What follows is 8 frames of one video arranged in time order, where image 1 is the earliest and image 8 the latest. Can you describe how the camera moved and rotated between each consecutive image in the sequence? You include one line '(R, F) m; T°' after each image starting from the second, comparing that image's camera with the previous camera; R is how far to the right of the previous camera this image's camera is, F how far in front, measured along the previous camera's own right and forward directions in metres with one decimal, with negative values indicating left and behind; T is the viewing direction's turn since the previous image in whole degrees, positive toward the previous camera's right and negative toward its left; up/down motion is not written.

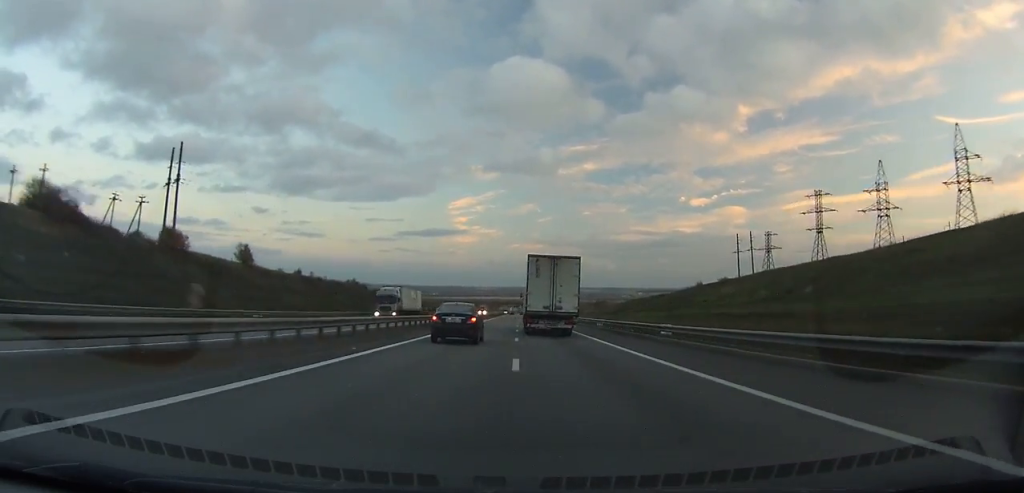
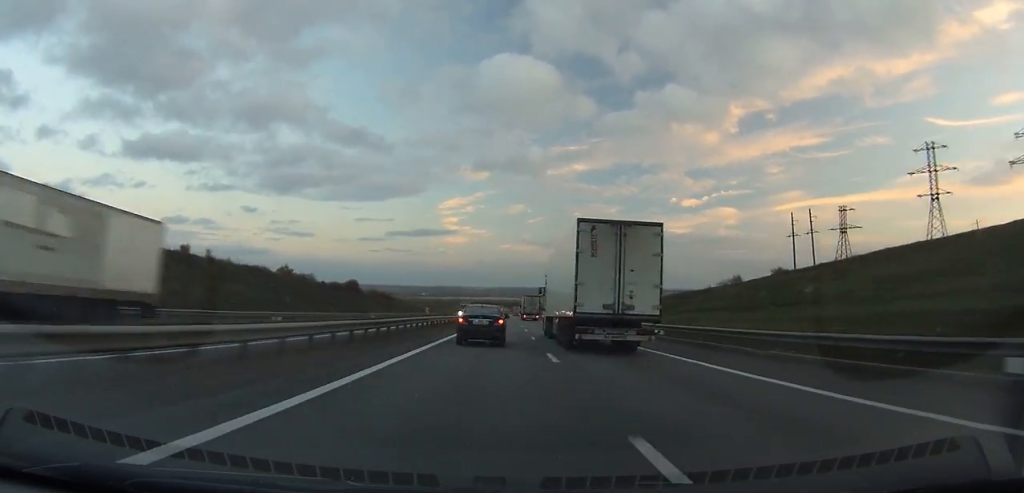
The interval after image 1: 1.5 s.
(-0.1, +40.4) m; 0°
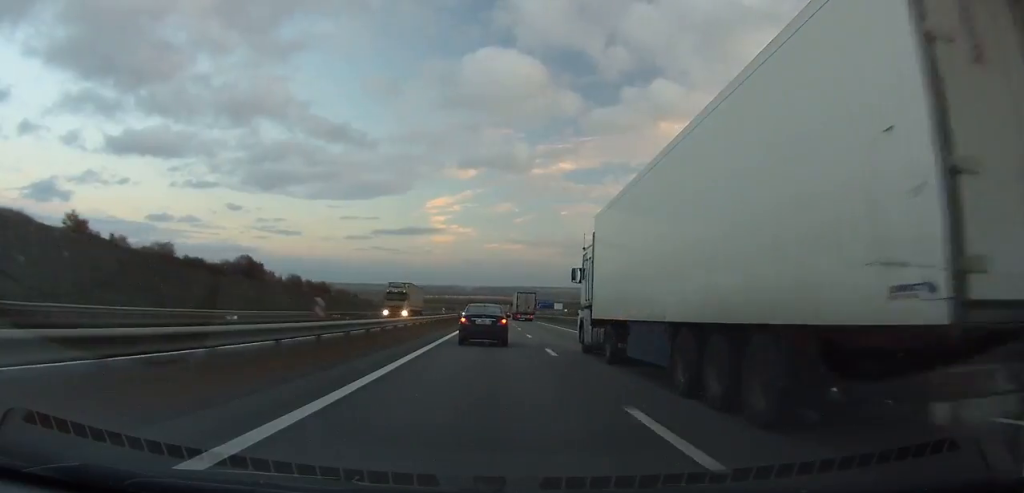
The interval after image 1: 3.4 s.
(-0.1, +50.6) m; 0°
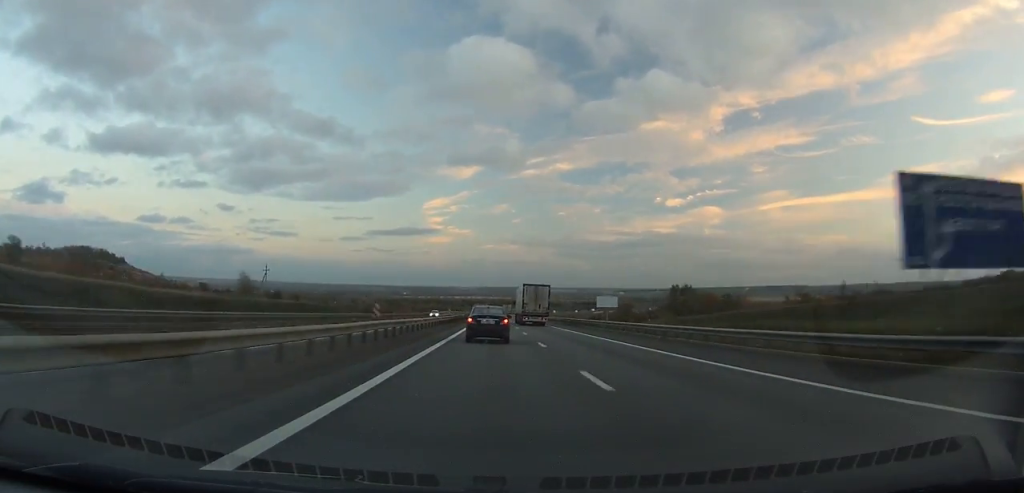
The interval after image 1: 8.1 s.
(+0.9, +132.3) m; +1°
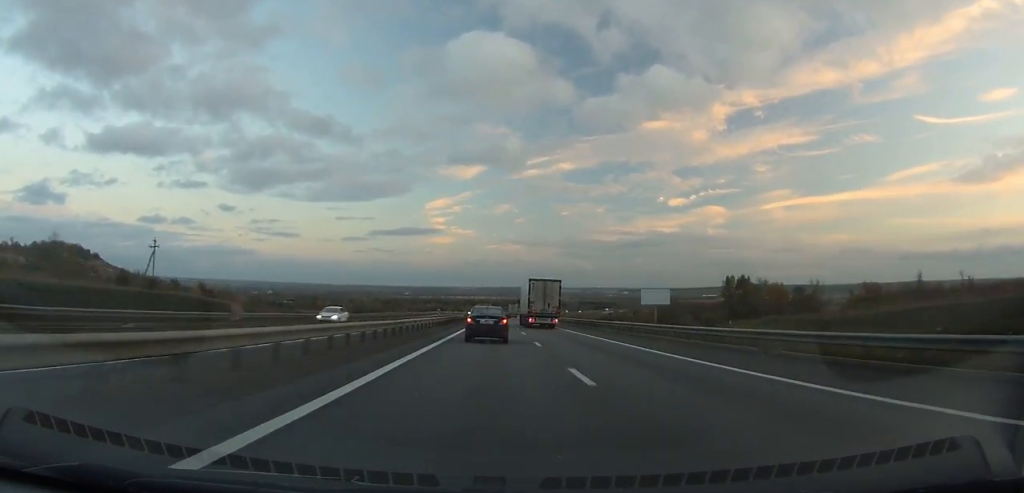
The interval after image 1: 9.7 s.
(0.0, +46.9) m; 0°
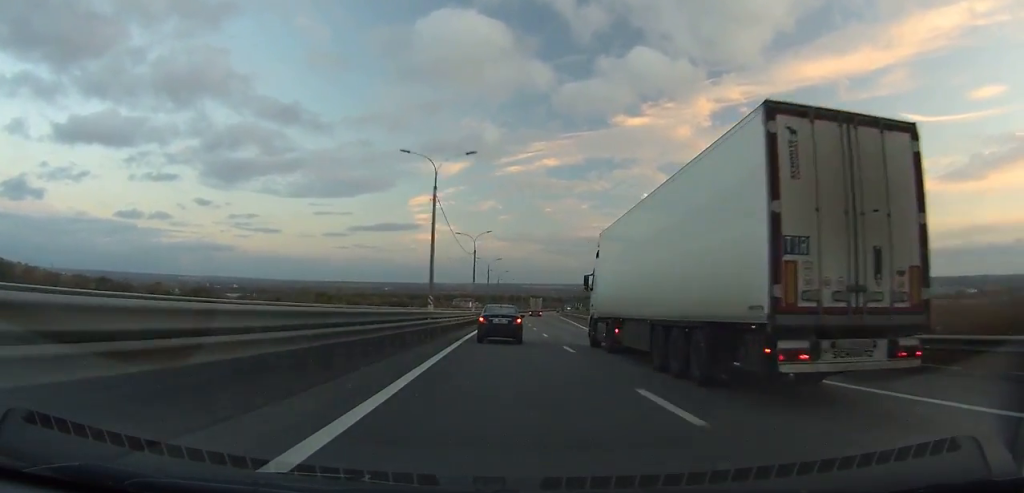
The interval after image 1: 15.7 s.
(+0.5, +186.9) m; +1°
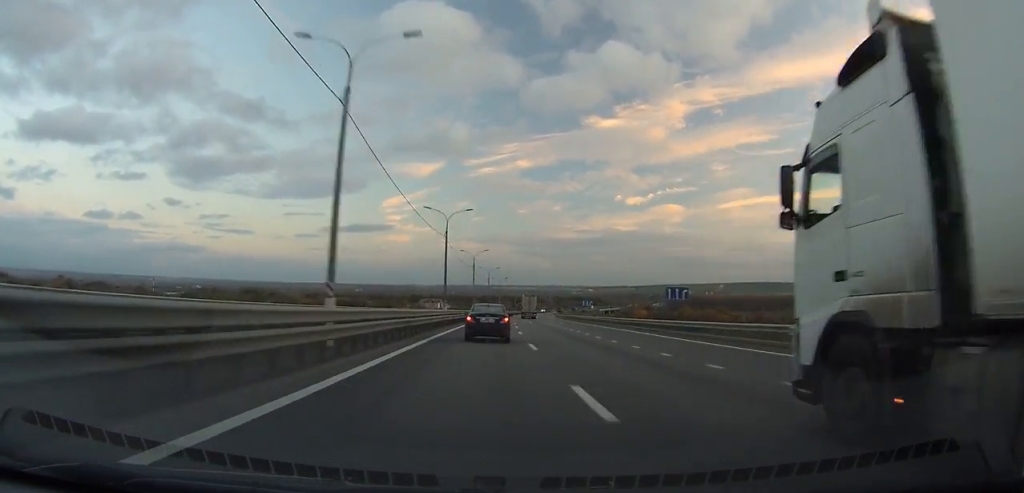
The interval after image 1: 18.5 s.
(+1.5, +89.6) m; +2°
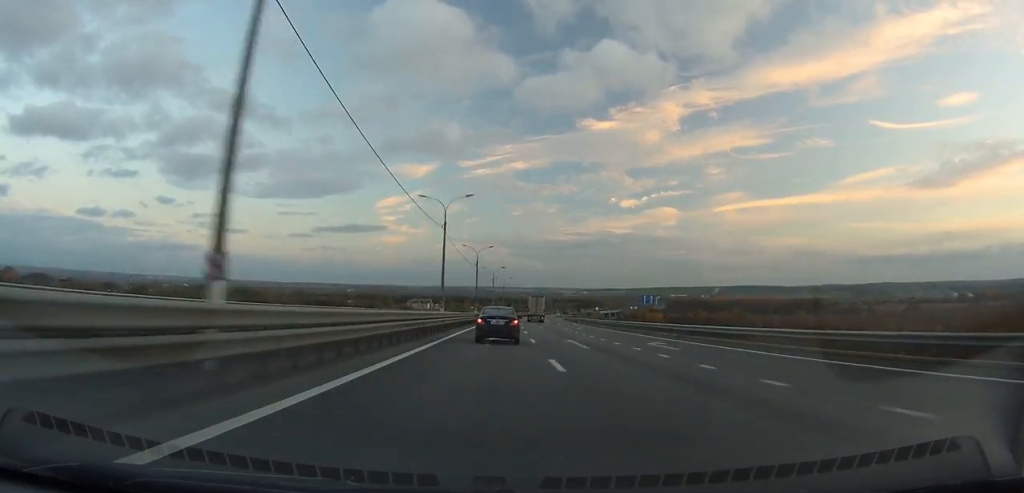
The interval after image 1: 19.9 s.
(+0.6, +42.8) m; +1°
